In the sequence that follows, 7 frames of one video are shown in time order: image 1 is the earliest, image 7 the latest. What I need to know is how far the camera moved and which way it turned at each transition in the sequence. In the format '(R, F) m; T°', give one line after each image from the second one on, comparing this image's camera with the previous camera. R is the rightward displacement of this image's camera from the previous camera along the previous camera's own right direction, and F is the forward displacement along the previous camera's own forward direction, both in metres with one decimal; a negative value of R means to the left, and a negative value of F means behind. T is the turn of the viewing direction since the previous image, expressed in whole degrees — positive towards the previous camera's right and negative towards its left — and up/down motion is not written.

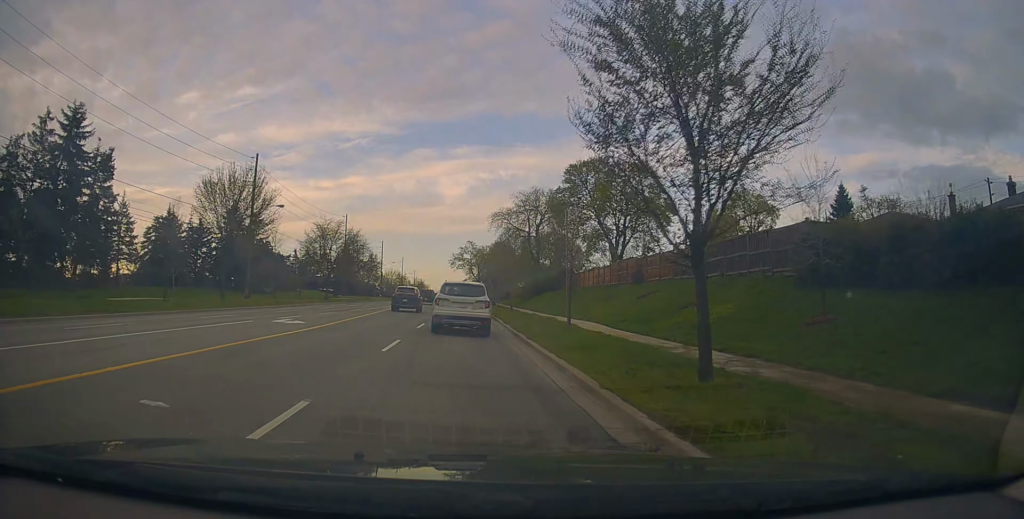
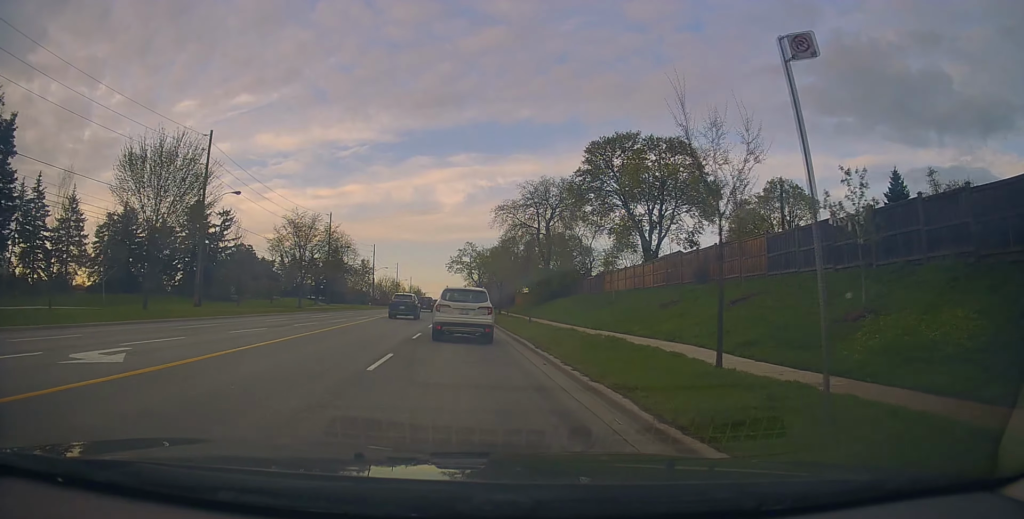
(-0.4, +11.1) m; -1°
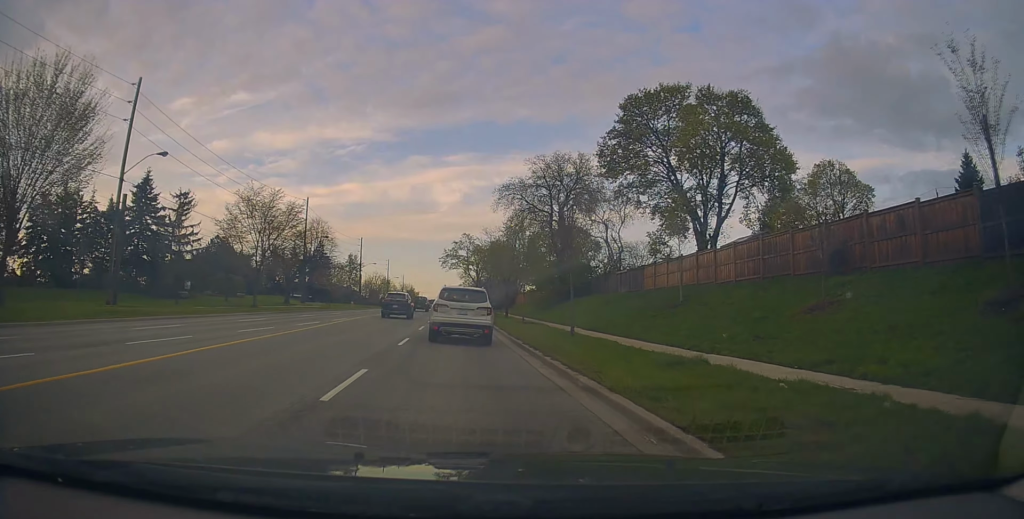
(+0.1, +12.2) m; +1°
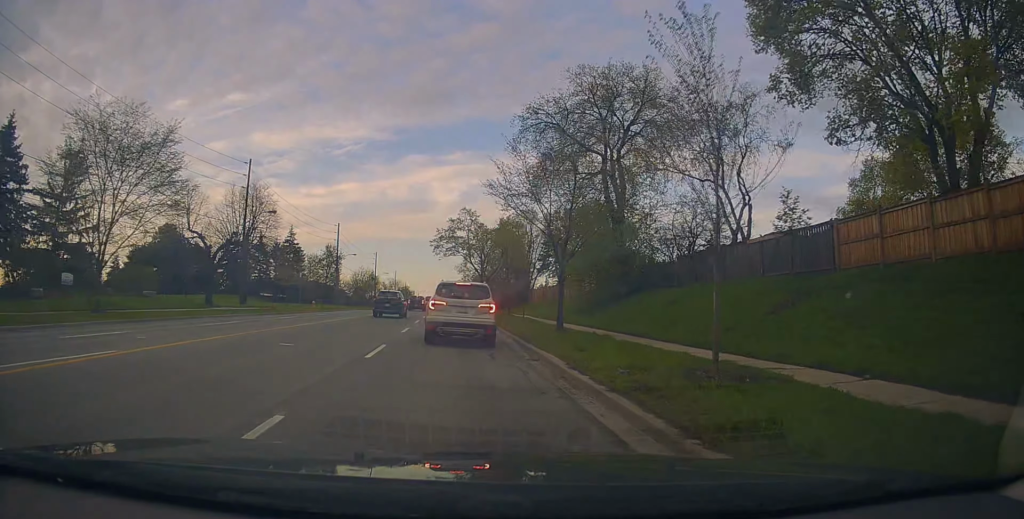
(+0.3, +22.4) m; +1°
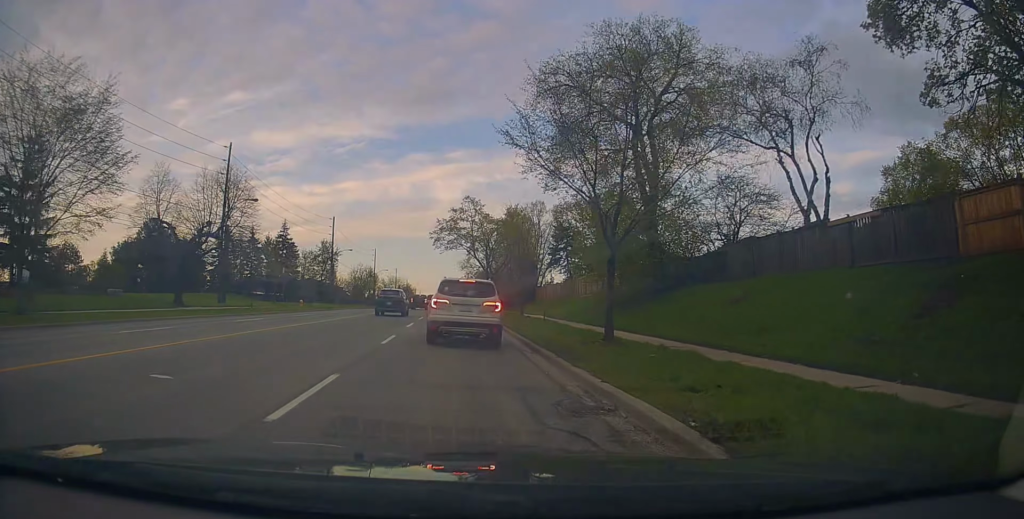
(0.0, +6.3) m; 0°
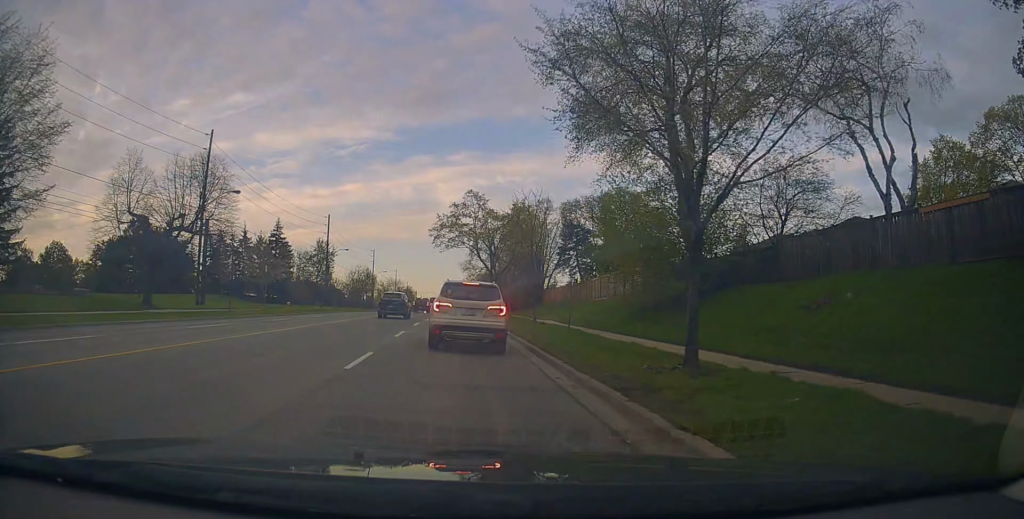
(0.0, +5.6) m; -2°
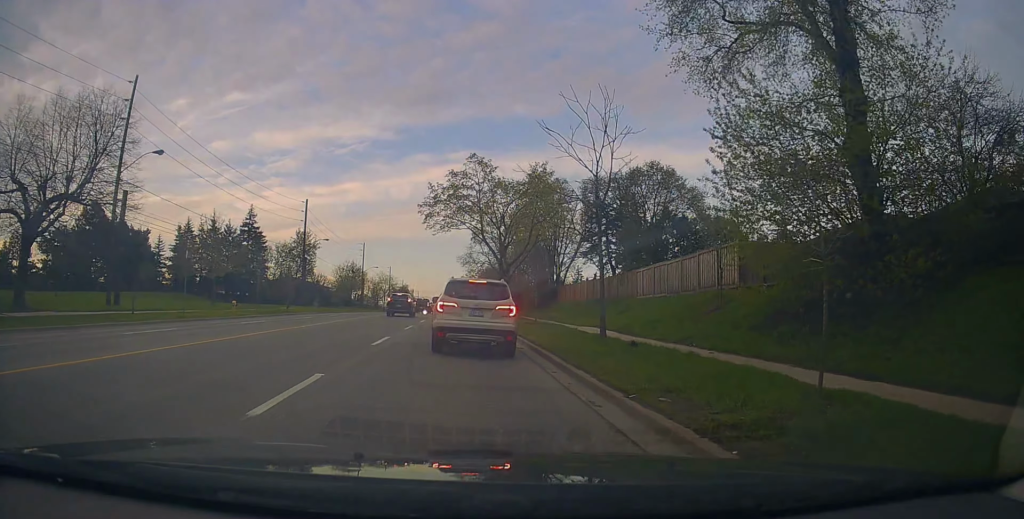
(-0.7, +15.2) m; +2°
